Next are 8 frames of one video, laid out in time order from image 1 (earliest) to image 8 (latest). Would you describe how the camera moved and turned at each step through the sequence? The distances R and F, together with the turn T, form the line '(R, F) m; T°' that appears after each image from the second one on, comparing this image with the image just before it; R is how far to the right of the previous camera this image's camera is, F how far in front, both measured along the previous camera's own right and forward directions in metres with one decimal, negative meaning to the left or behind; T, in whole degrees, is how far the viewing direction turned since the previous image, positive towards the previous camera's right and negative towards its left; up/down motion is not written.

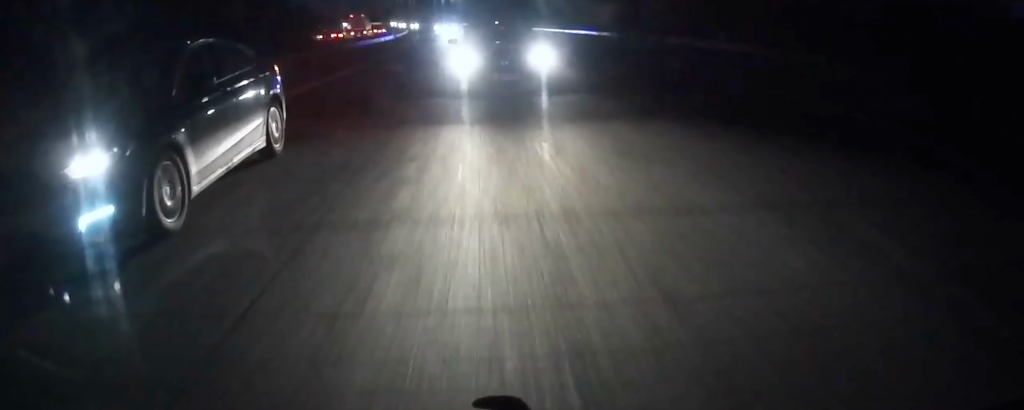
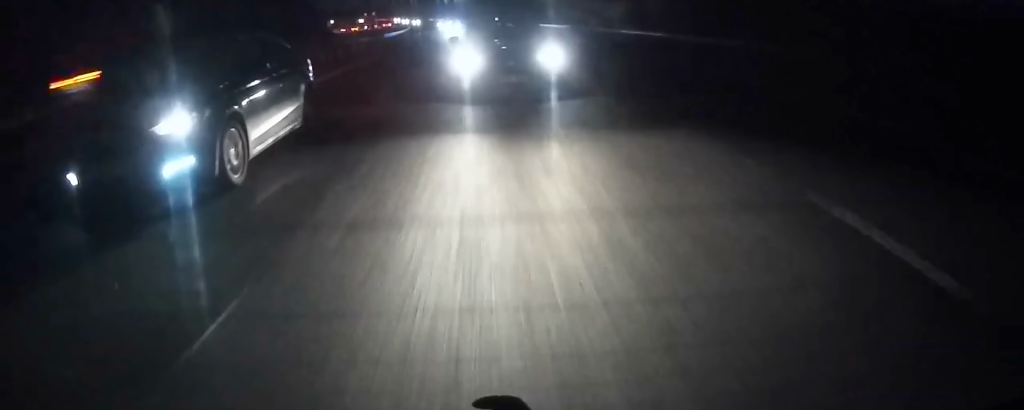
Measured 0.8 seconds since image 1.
(0.0, +18.2) m; +1°
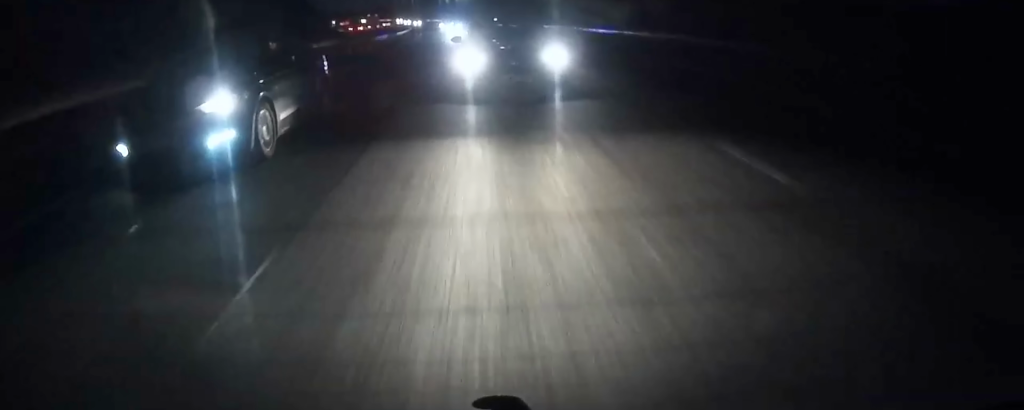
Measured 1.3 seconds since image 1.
(-0.2, +11.4) m; +1°
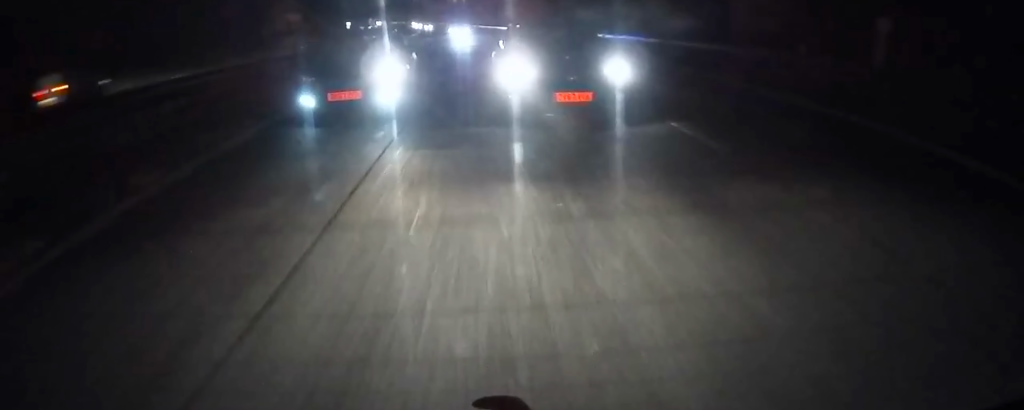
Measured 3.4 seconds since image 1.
(+1.1, +46.8) m; +1°
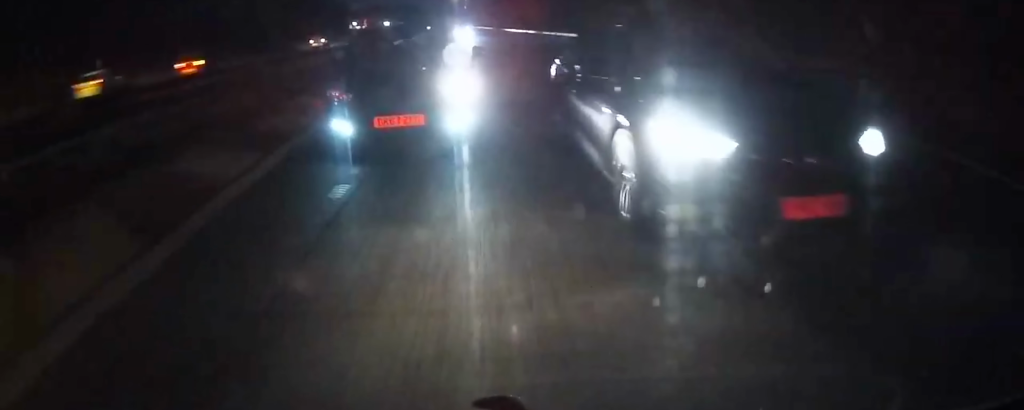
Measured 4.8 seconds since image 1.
(+0.2, +23.6) m; +1°
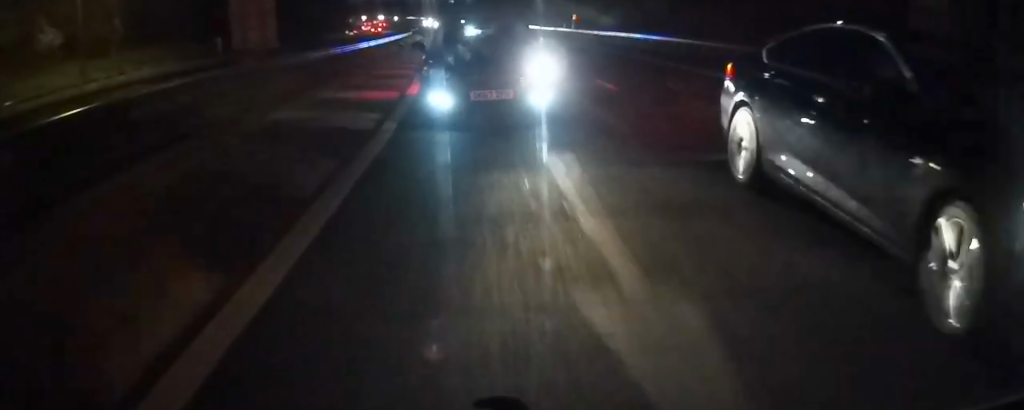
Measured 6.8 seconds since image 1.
(+0.3, +26.9) m; +1°
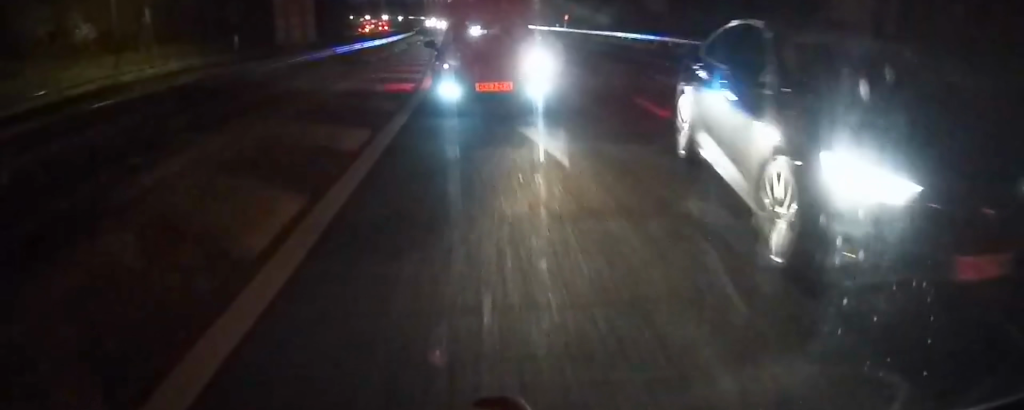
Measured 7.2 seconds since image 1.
(0.0, +5.4) m; 0°
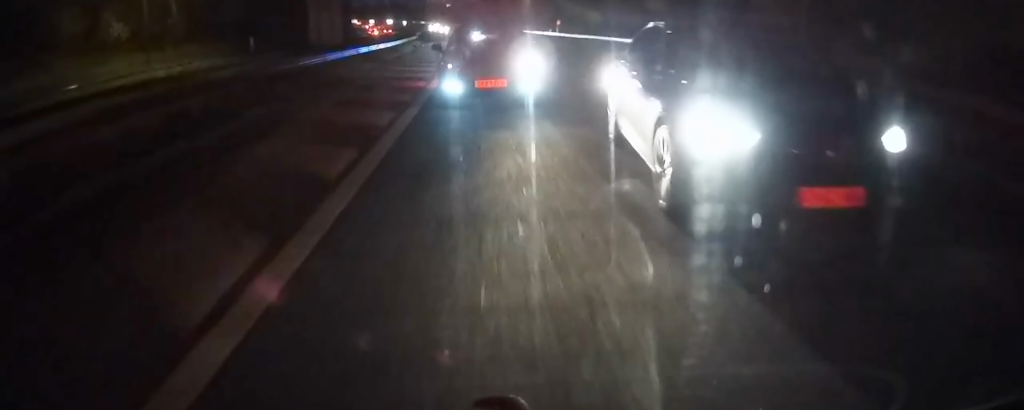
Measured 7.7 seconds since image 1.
(0.0, +5.7) m; -1°
